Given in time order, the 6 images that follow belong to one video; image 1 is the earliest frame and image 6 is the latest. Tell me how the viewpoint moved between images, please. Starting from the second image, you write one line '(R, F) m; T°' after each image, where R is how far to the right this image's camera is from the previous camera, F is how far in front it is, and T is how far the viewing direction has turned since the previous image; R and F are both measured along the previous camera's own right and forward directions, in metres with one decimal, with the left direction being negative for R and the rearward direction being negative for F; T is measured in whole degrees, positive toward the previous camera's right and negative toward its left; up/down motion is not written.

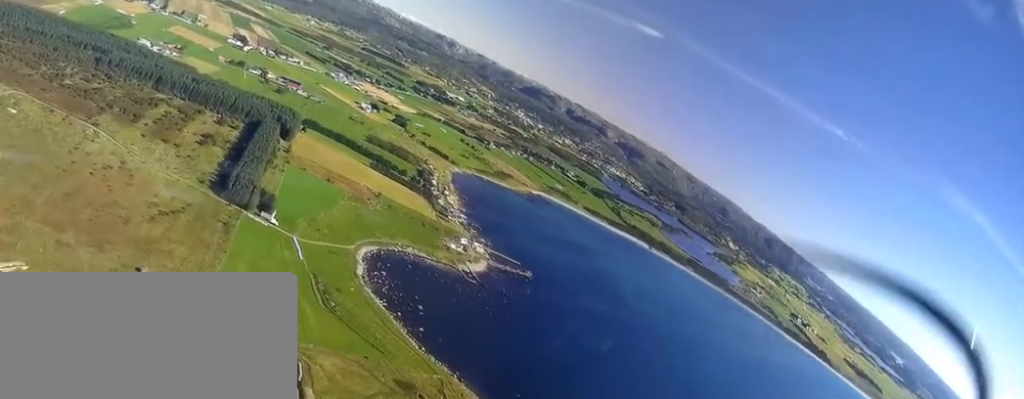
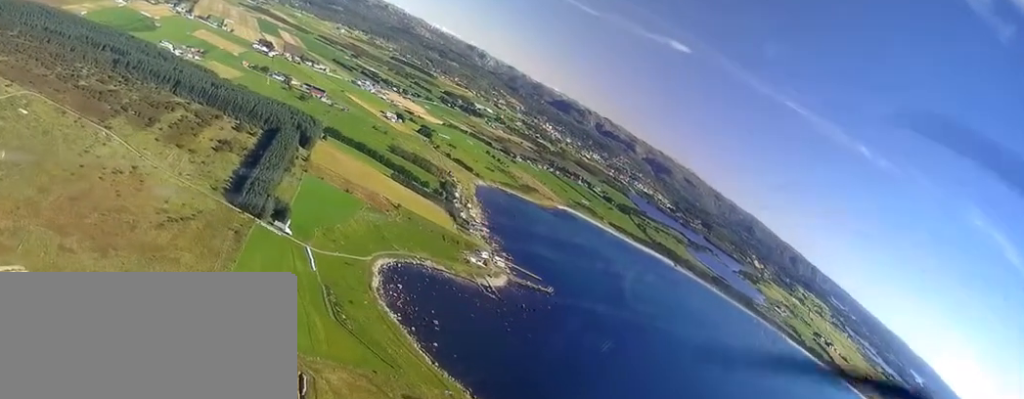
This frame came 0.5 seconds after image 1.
(-0.3, +20.2) m; -3°
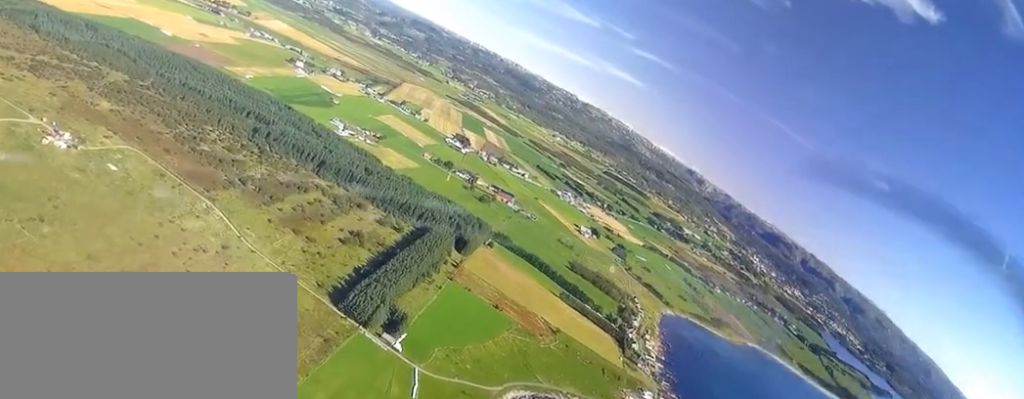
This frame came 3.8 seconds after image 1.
(-27.2, +143.4) m; -21°
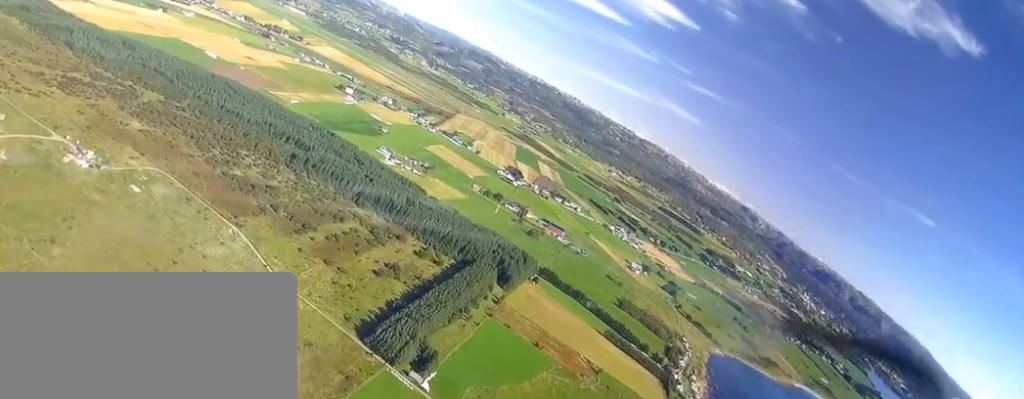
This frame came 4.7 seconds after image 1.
(-1.8, +38.0) m; -5°
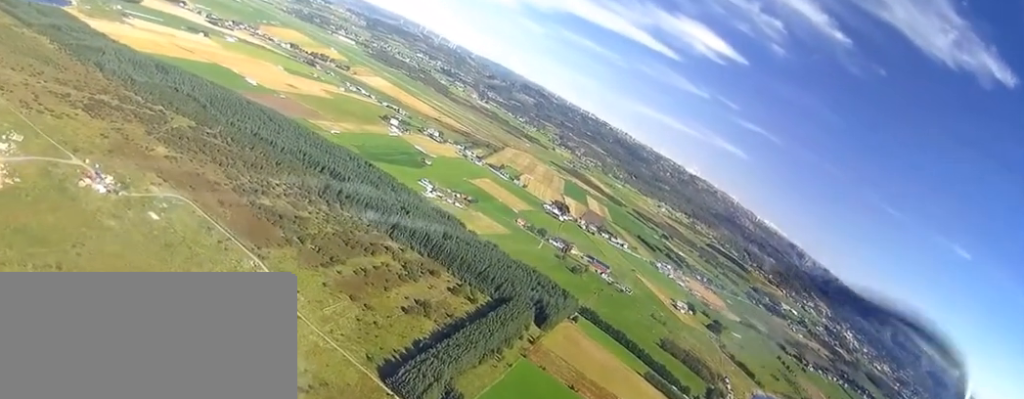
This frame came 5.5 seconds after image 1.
(-1.6, +36.7) m; -5°
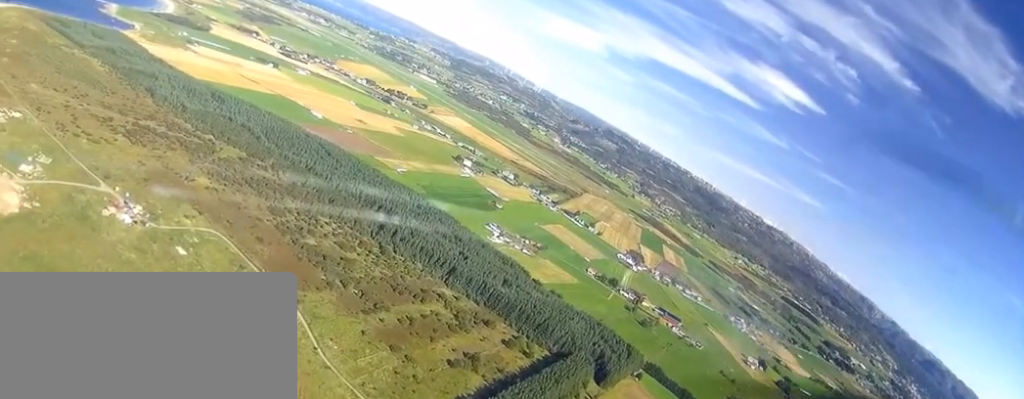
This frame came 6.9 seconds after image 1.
(-4.3, +60.7) m; -8°
